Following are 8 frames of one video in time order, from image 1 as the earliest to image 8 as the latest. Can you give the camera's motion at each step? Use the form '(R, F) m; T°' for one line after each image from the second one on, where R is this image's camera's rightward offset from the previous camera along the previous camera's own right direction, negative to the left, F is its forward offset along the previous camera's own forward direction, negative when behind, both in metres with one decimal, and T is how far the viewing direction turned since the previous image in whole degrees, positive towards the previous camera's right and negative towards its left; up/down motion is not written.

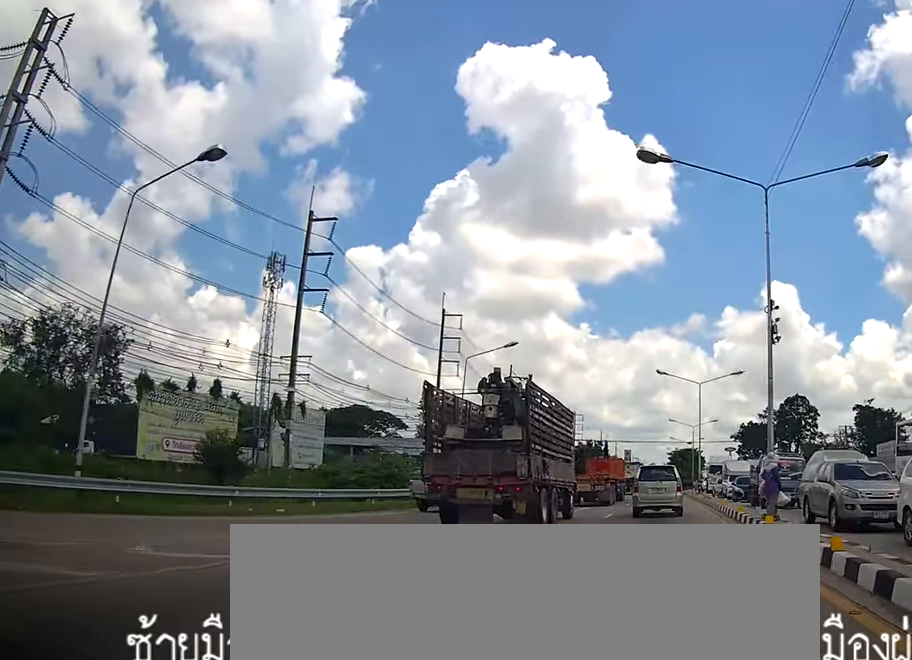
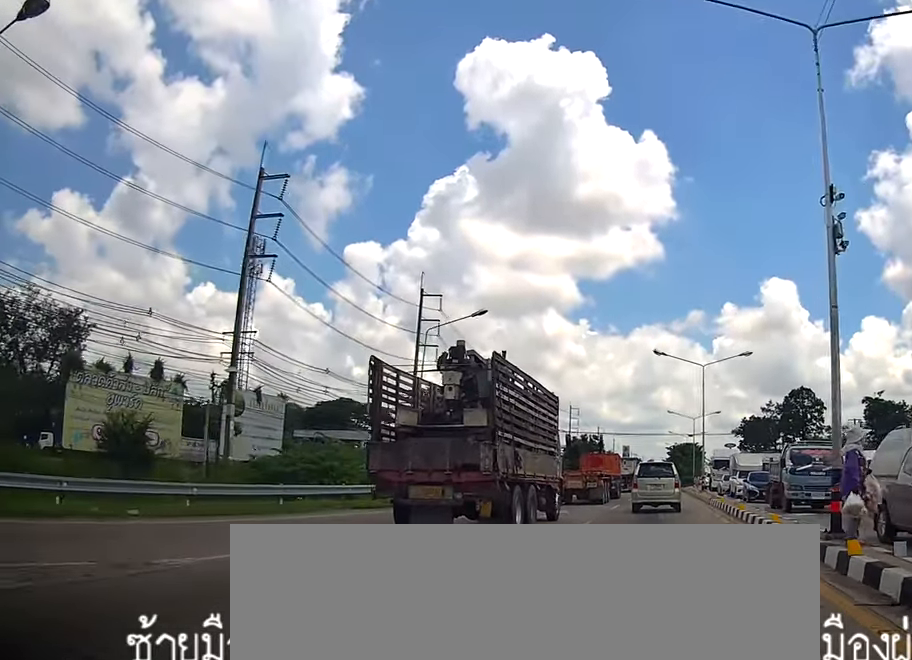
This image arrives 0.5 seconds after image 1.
(-0.1, +6.7) m; -2°
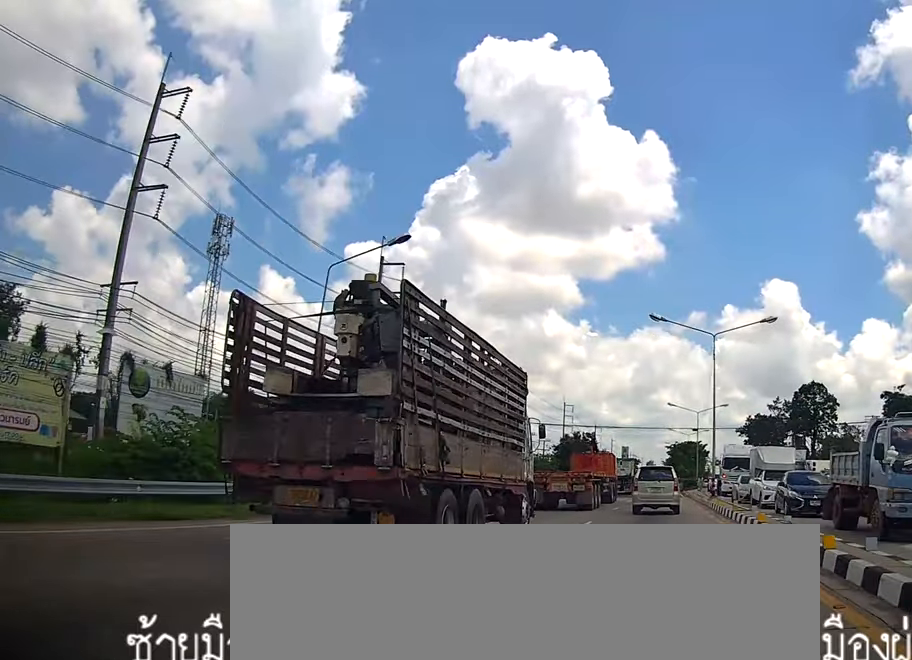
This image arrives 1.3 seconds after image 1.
(-0.3, +10.8) m; -2°
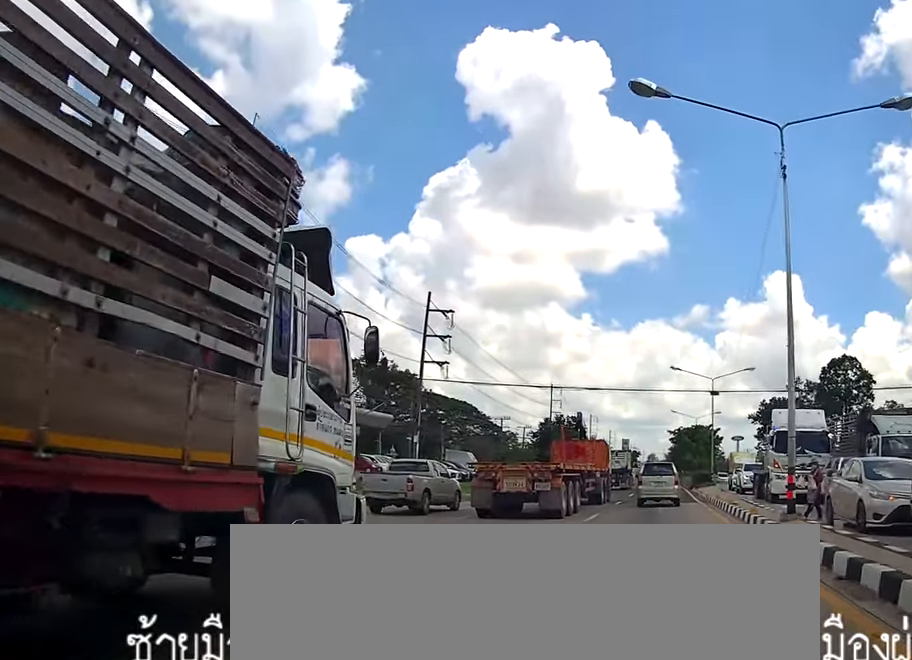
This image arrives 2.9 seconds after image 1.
(+0.2, +22.4) m; +2°
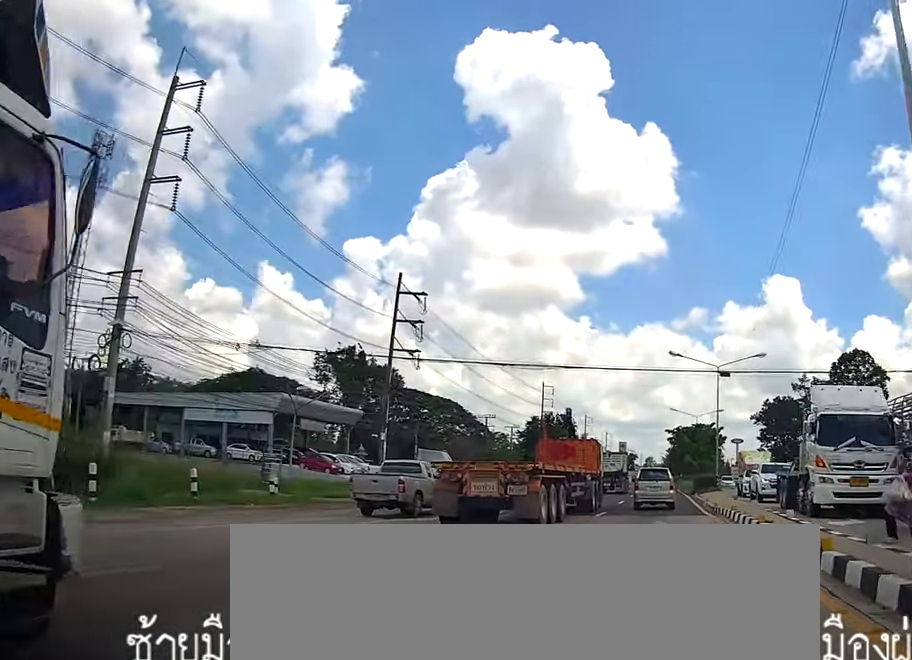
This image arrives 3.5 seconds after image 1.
(0.0, +8.1) m; +1°
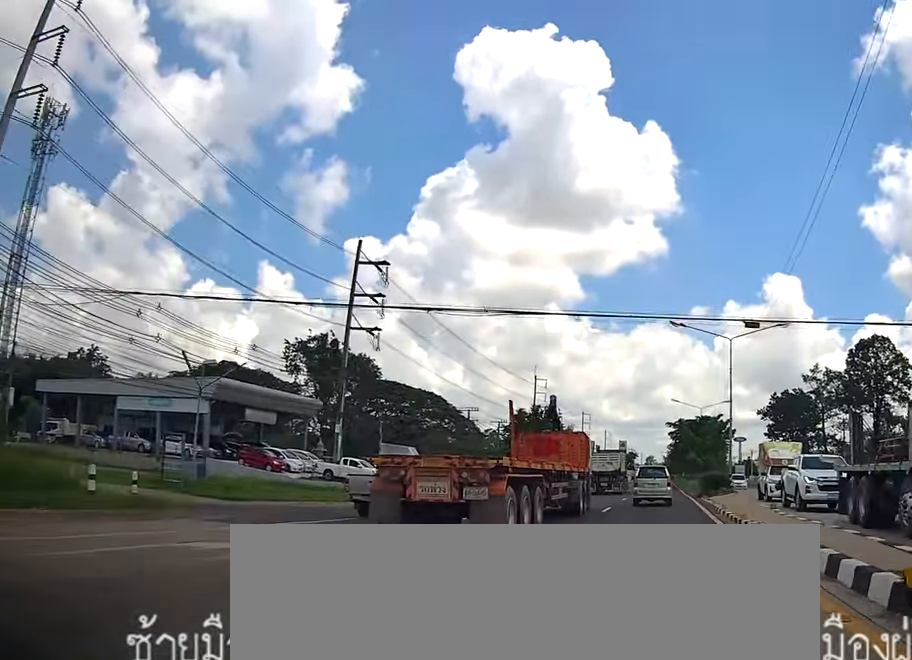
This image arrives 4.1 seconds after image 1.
(0.0, +9.6) m; 0°
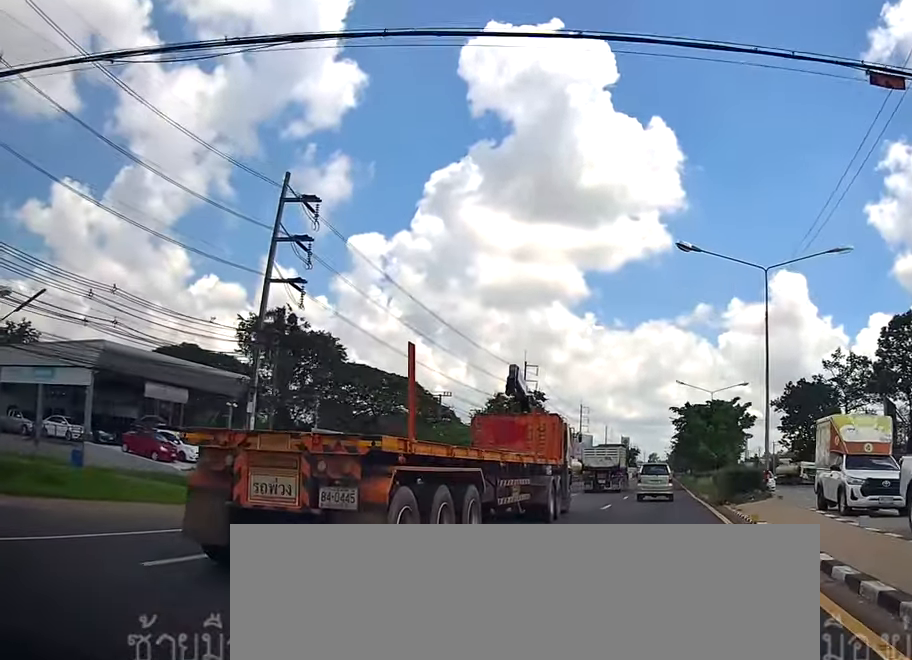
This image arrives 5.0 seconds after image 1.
(+0.1, +13.0) m; +1°
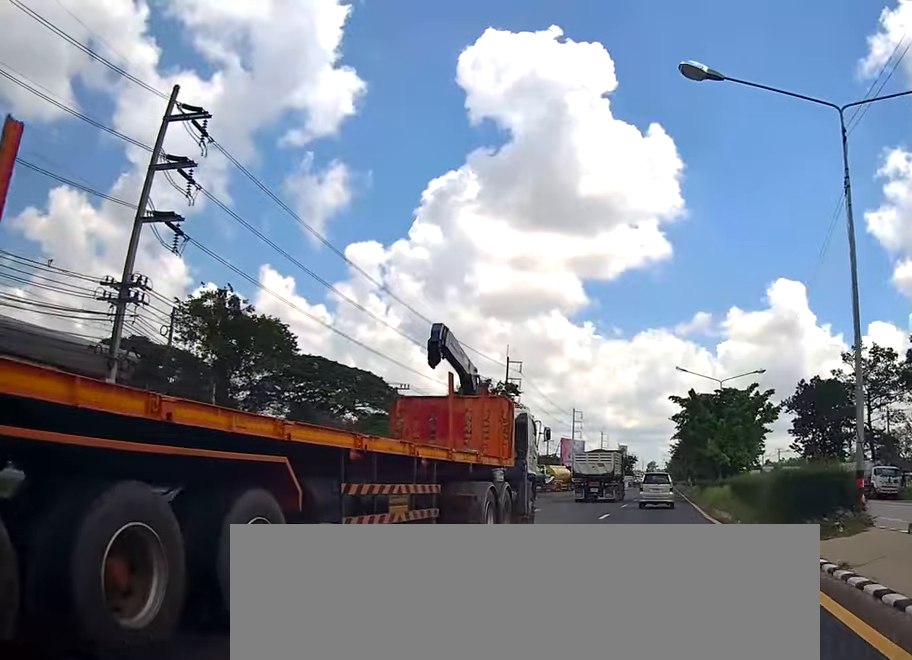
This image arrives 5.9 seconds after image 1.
(+0.1, +12.5) m; +1°
